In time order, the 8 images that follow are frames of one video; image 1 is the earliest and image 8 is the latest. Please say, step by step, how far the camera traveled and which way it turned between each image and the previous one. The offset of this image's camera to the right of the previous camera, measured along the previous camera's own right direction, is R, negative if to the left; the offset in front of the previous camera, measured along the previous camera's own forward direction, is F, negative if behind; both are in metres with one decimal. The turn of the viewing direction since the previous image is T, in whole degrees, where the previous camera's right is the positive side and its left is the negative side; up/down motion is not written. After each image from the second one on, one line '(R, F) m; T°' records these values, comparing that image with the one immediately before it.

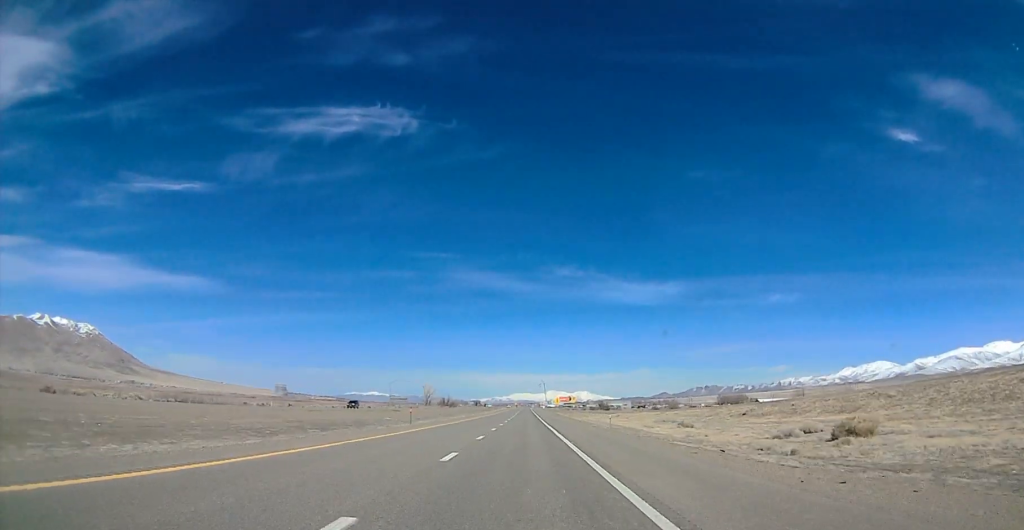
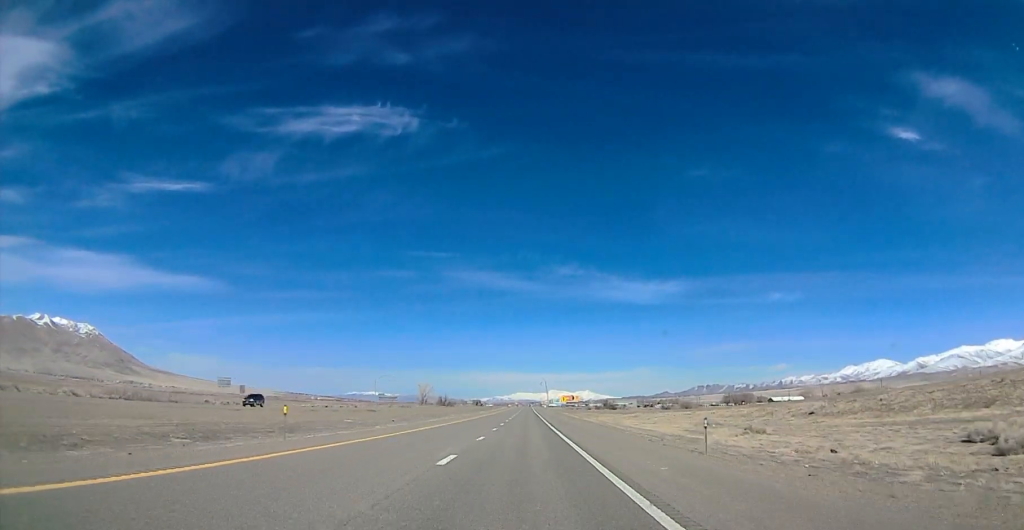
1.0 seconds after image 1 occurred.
(+0.6, +25.6) m; 0°
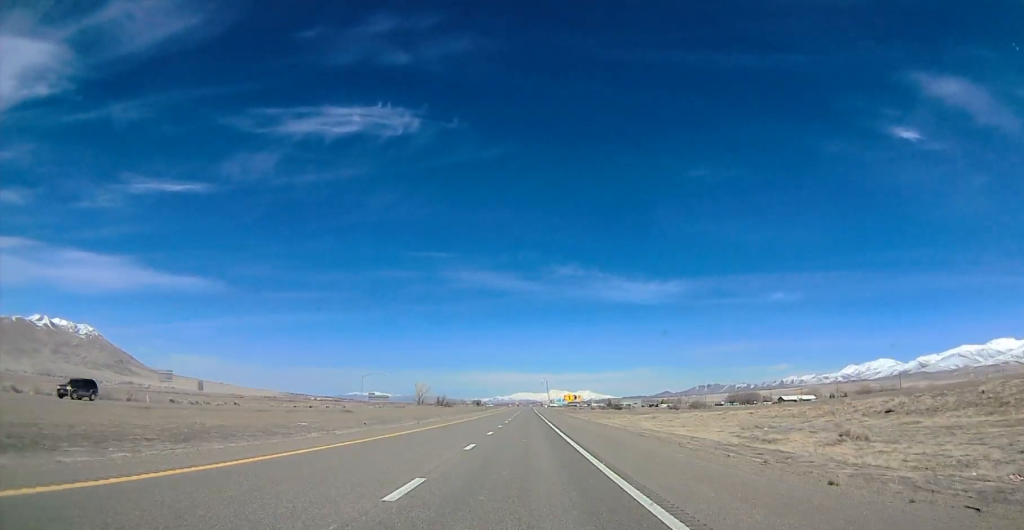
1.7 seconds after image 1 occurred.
(-0.4, +18.4) m; +1°
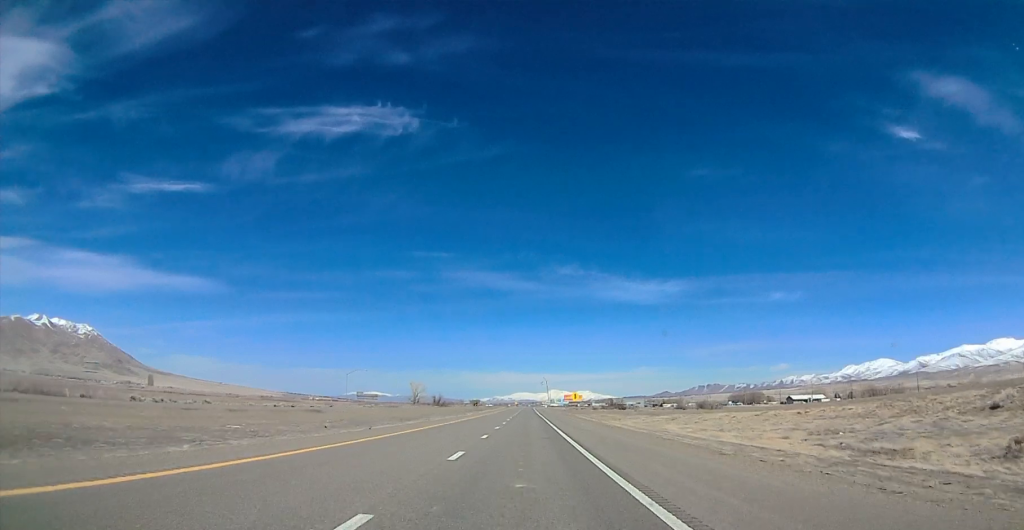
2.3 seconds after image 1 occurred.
(+0.2, +16.6) m; +1°
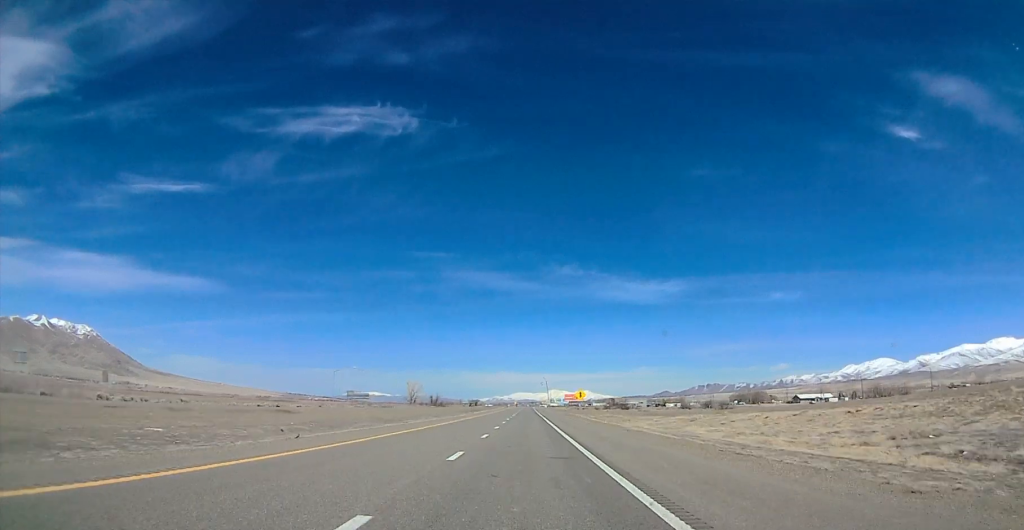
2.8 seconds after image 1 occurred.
(+0.5, +12.2) m; +1°
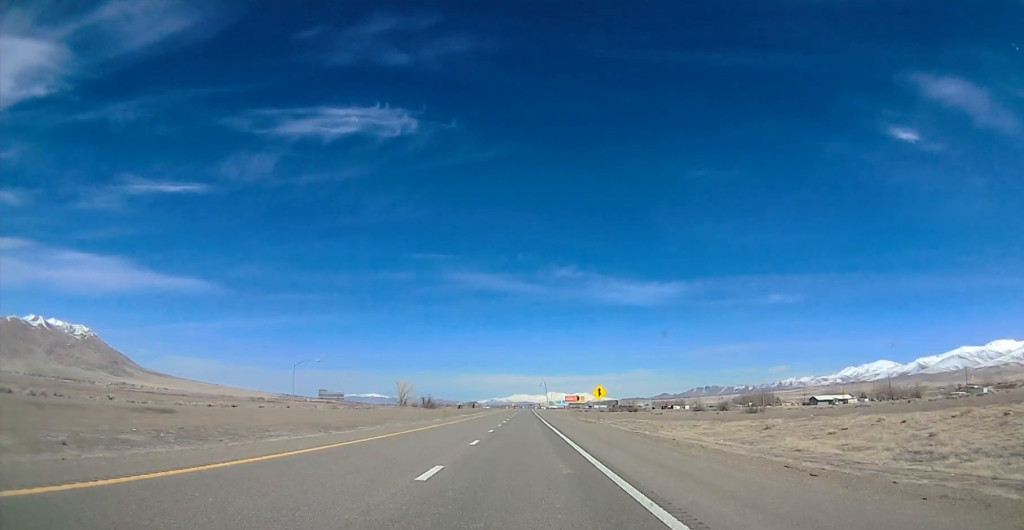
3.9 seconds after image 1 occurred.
(-0.4, +29.1) m; -2°
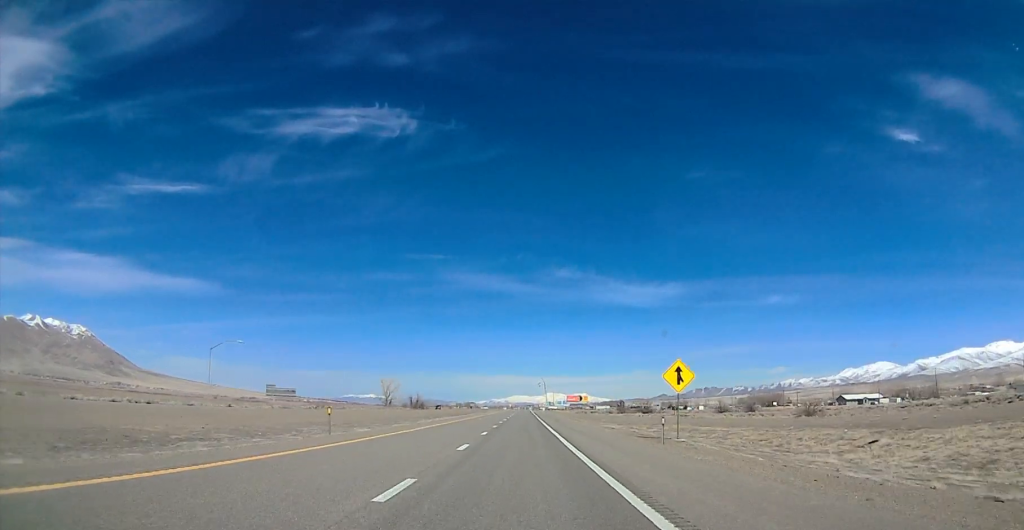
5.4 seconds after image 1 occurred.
(-1.0, +39.6) m; 0°
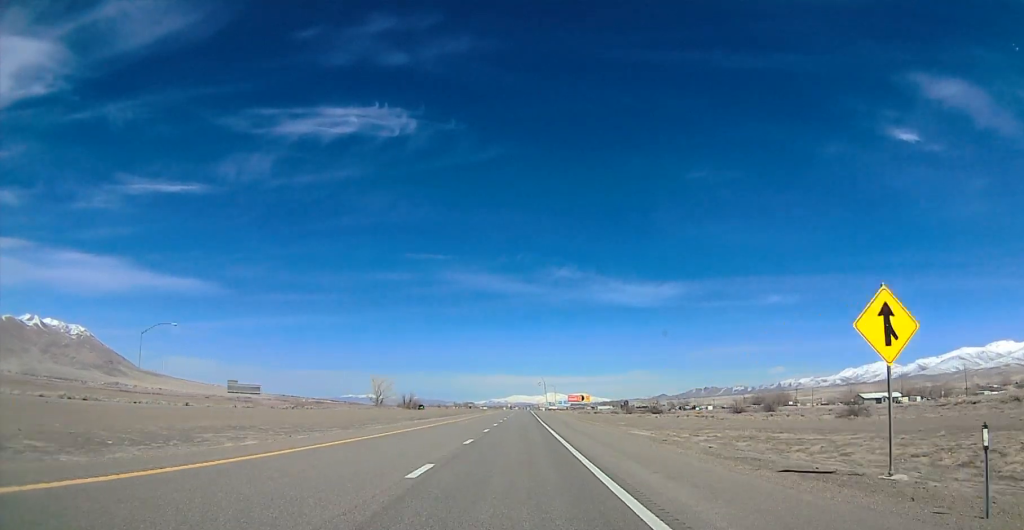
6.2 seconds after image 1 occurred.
(+0.3, +21.0) m; +2°
